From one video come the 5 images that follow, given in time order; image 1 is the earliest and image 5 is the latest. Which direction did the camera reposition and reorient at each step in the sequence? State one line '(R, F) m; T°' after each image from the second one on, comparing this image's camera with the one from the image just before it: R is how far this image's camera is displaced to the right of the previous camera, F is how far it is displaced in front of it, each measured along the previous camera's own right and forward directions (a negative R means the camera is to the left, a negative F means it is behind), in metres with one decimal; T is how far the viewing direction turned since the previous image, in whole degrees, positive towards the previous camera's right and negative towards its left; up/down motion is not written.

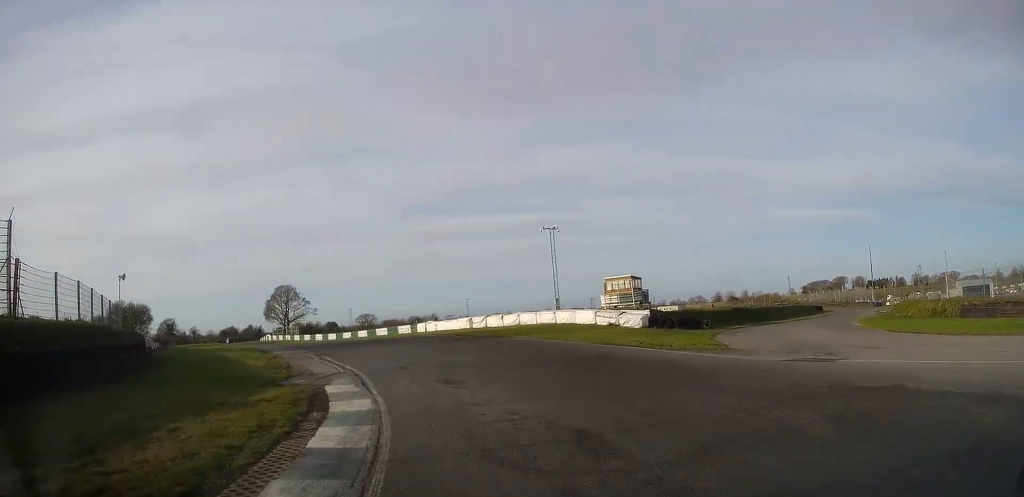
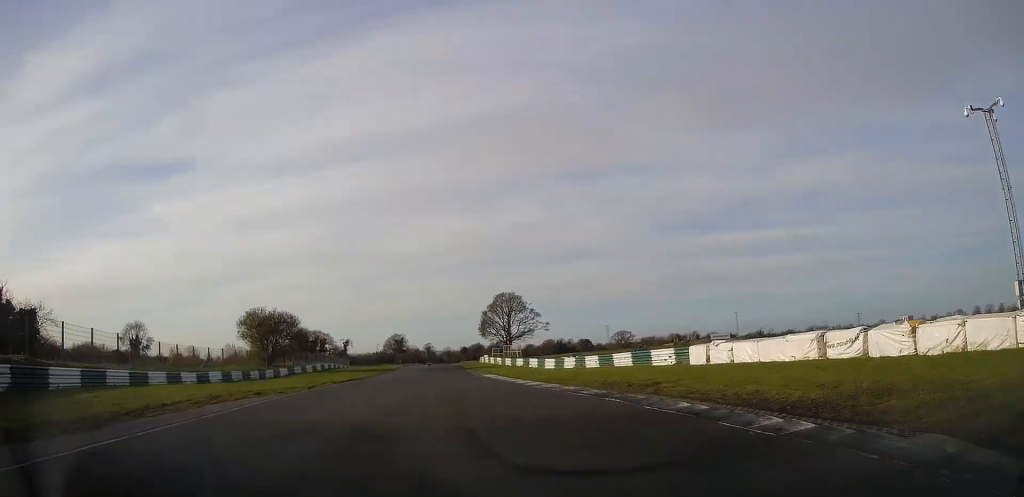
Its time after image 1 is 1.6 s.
(-7.5, +33.5) m; -21°
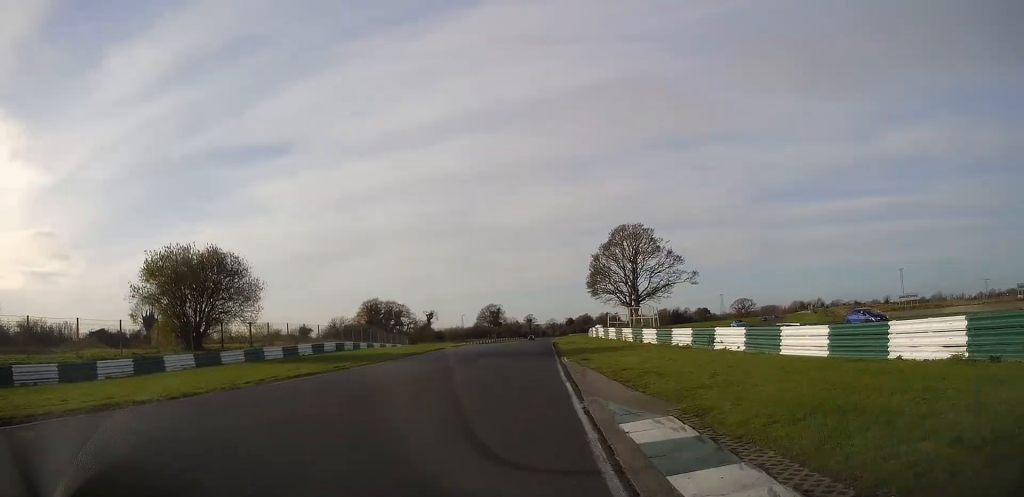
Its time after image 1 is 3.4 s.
(-4.2, +41.4) m; -8°
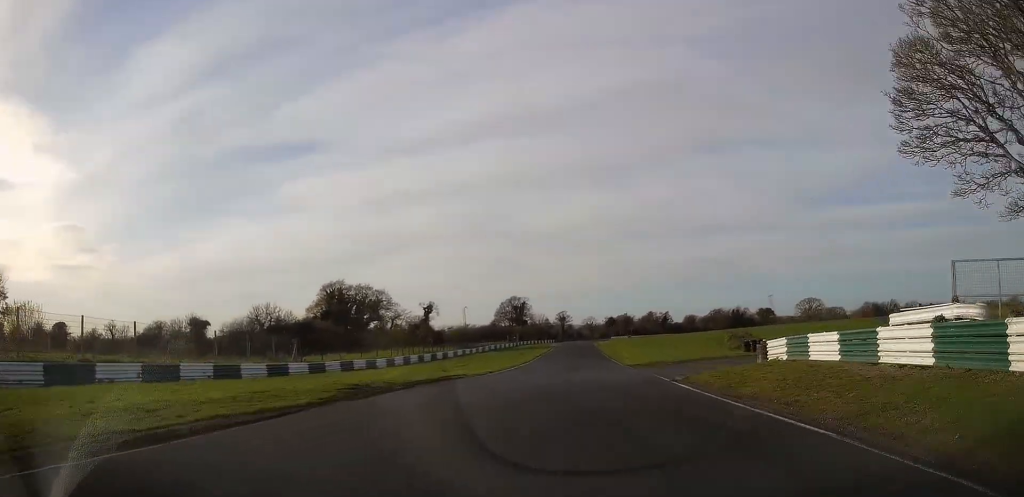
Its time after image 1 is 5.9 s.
(-3.2, +61.9) m; -4°
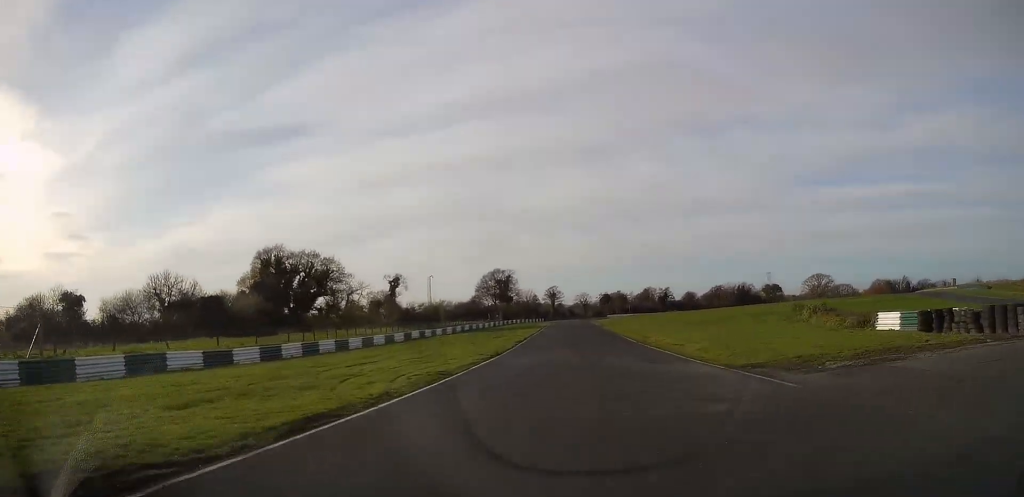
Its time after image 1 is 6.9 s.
(0.0, +26.9) m; +1°
